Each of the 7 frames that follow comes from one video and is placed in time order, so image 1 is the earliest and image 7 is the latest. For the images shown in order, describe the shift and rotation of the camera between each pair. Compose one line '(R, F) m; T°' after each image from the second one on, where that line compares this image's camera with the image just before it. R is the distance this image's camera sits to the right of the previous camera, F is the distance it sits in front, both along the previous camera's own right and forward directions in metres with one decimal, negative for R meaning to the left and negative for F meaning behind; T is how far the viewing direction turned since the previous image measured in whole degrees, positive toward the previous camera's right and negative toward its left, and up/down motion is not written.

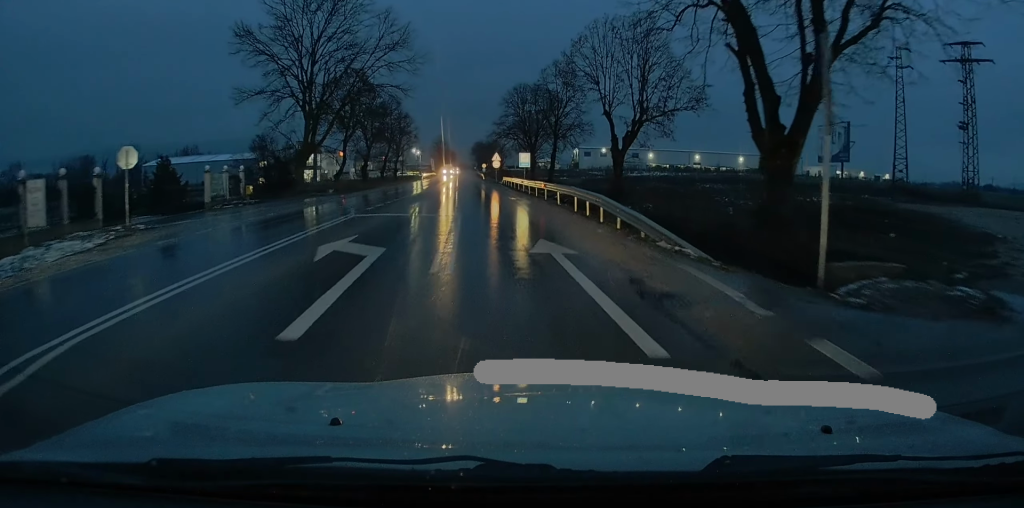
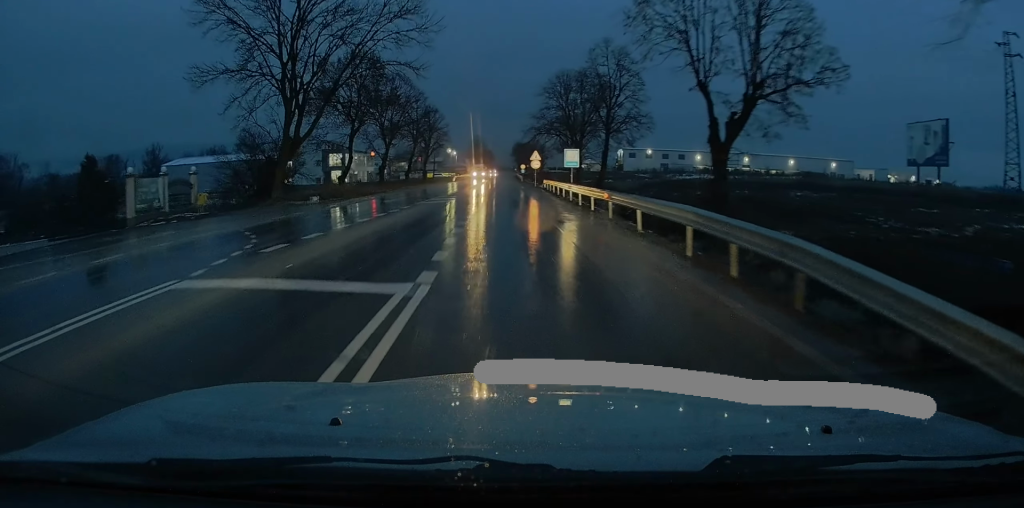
(-0.3, +11.0) m; -3°
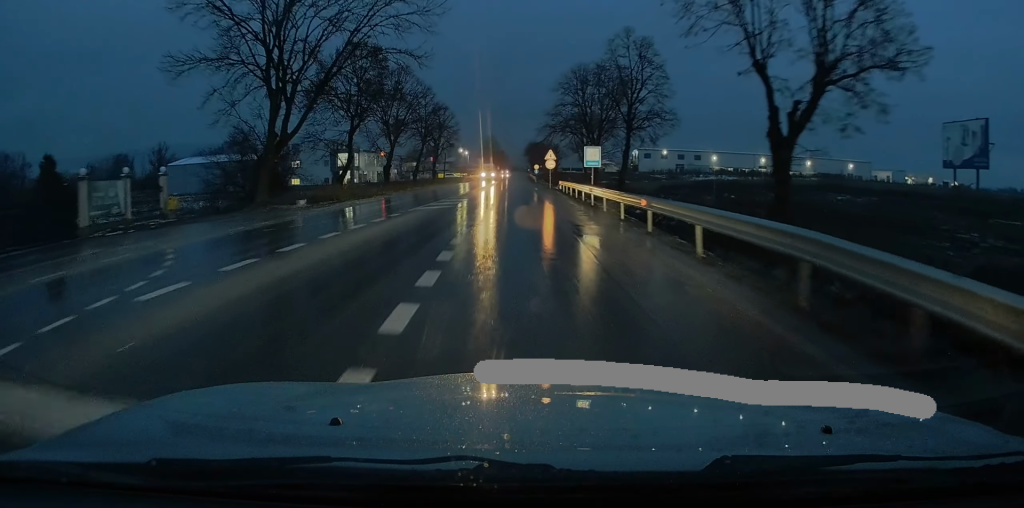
(-0.1, +4.0) m; 0°
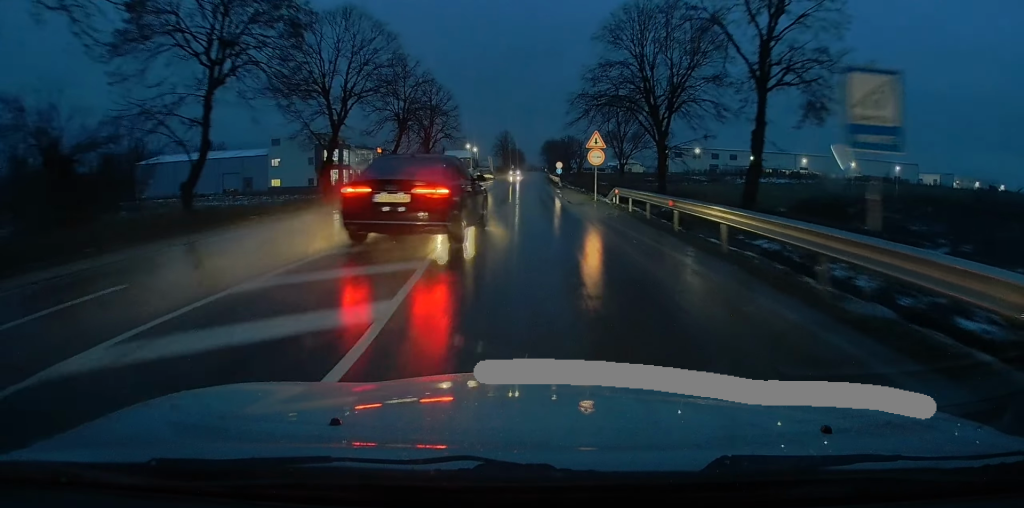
(-0.5, +23.4) m; -2°
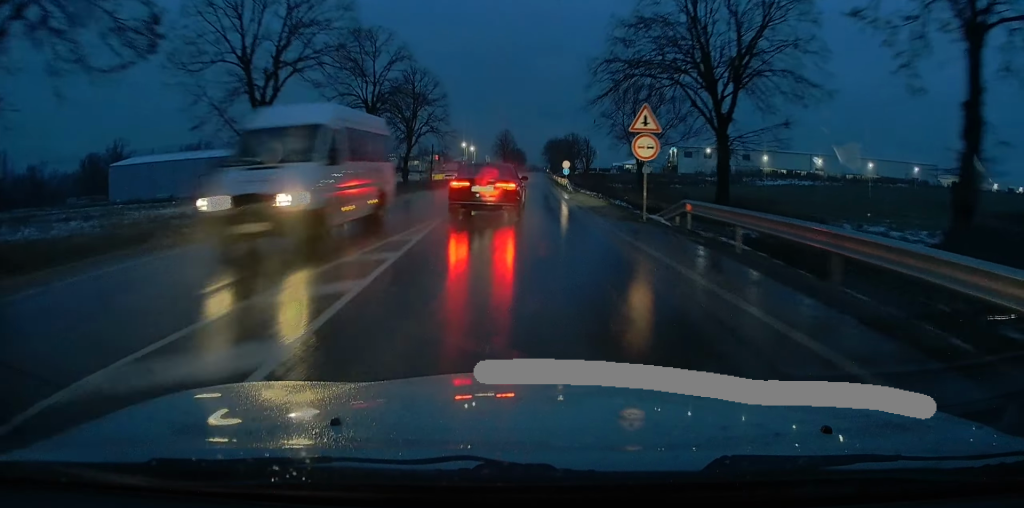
(+0.1, +11.7) m; 0°
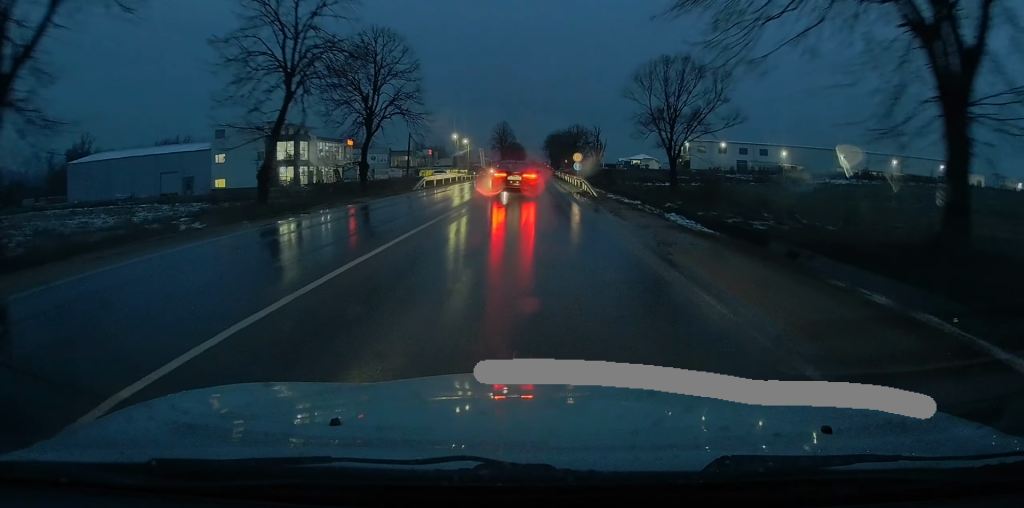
(-0.1, +15.4) m; 0°
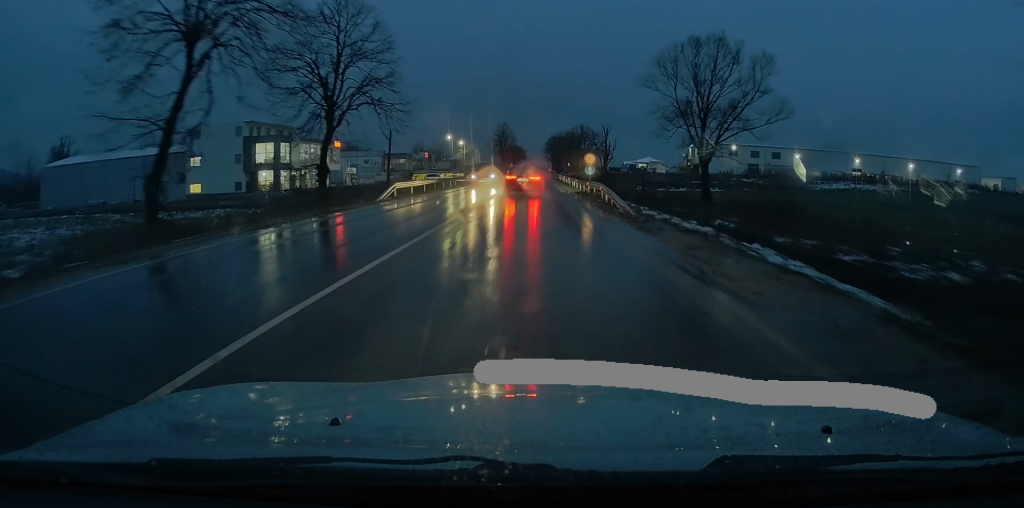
(+0.1, +9.5) m; 0°
